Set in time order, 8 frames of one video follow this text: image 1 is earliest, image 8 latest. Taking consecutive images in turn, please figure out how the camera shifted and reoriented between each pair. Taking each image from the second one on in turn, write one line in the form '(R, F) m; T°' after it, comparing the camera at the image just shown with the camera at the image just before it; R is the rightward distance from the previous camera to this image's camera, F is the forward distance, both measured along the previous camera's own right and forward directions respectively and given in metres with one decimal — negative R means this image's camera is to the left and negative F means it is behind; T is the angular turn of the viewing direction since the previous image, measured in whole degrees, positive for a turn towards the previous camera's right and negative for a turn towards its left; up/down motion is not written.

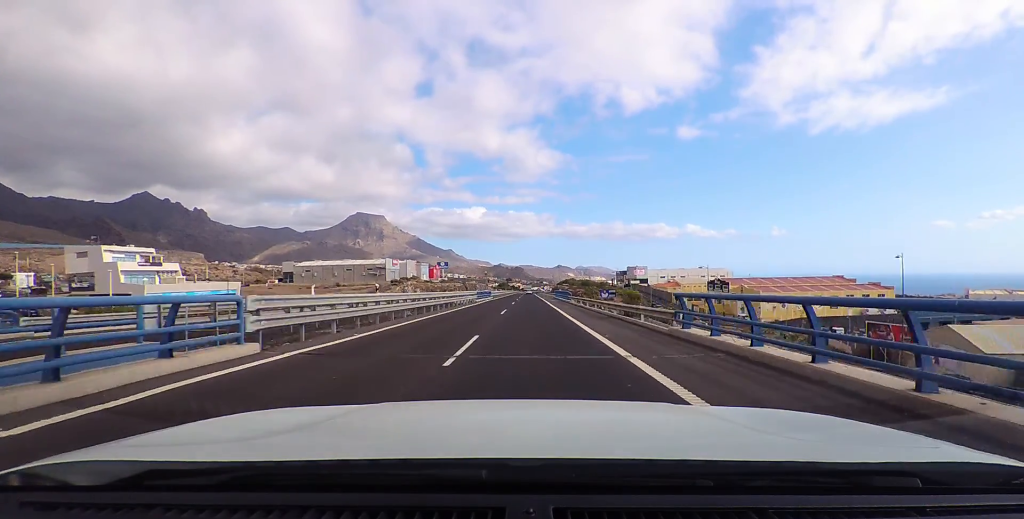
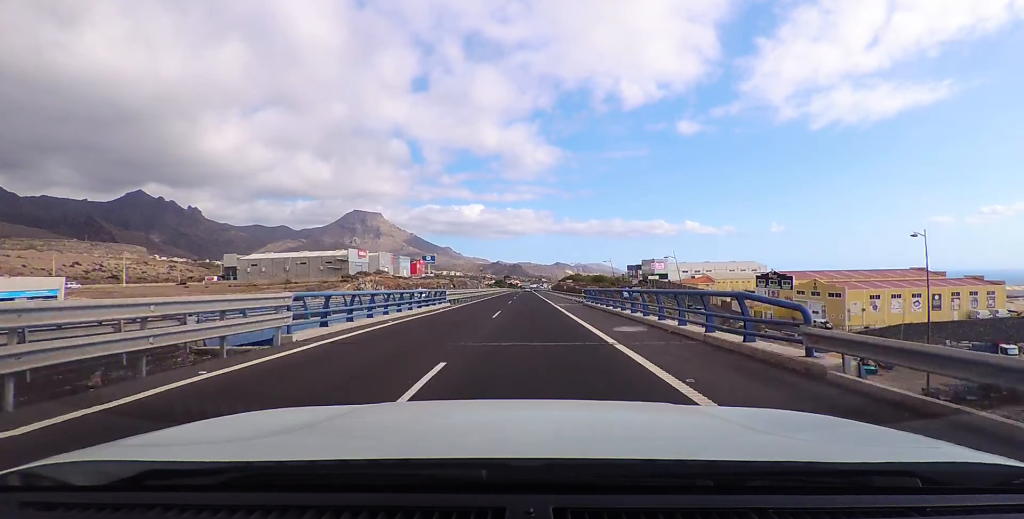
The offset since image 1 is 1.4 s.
(0.0, +38.9) m; 0°
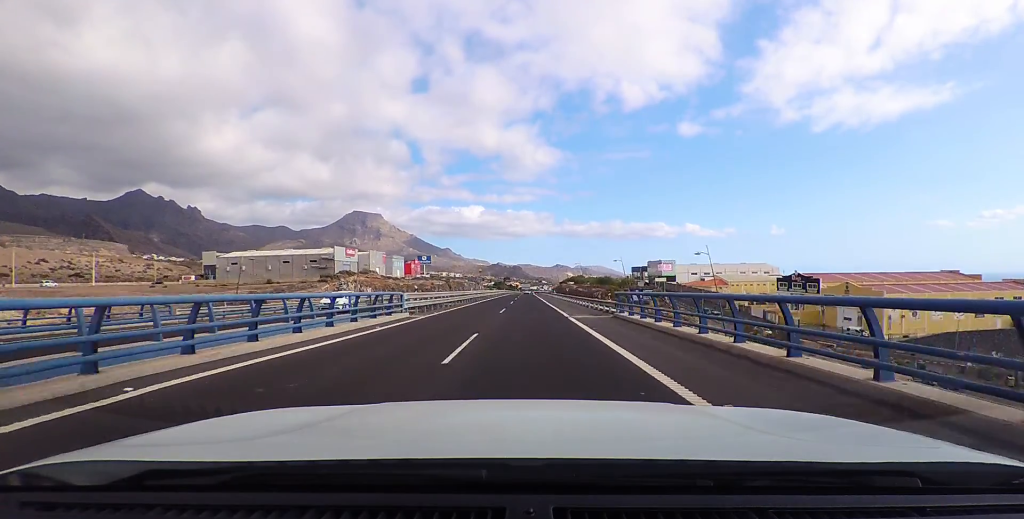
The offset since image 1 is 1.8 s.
(-0.1, +11.5) m; 0°
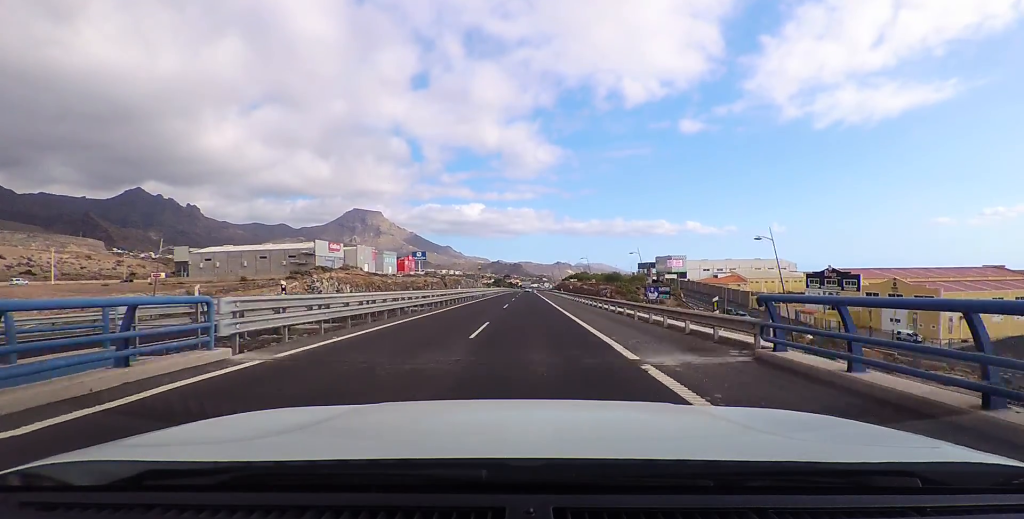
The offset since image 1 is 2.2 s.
(+0.1, +13.4) m; 0°
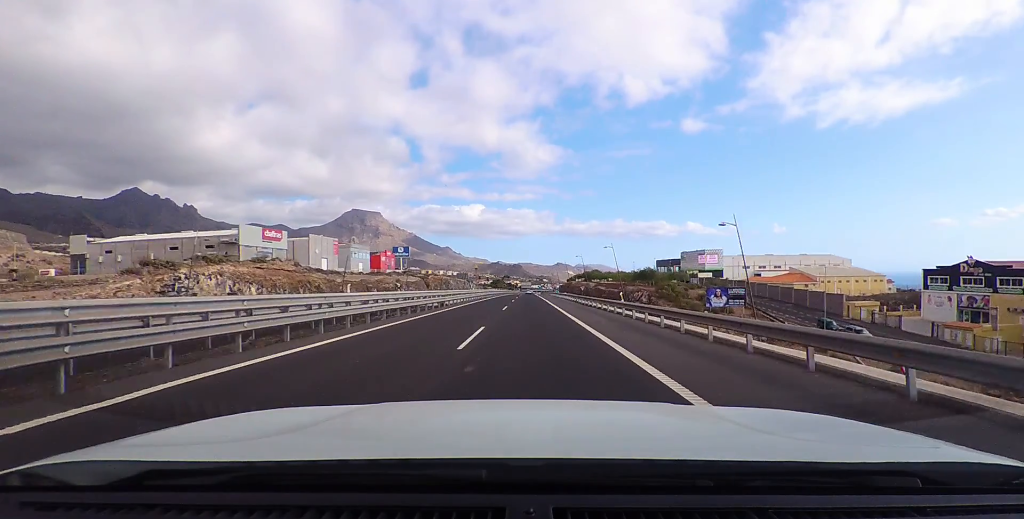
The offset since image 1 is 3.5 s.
(+0.3, +35.3) m; +1°
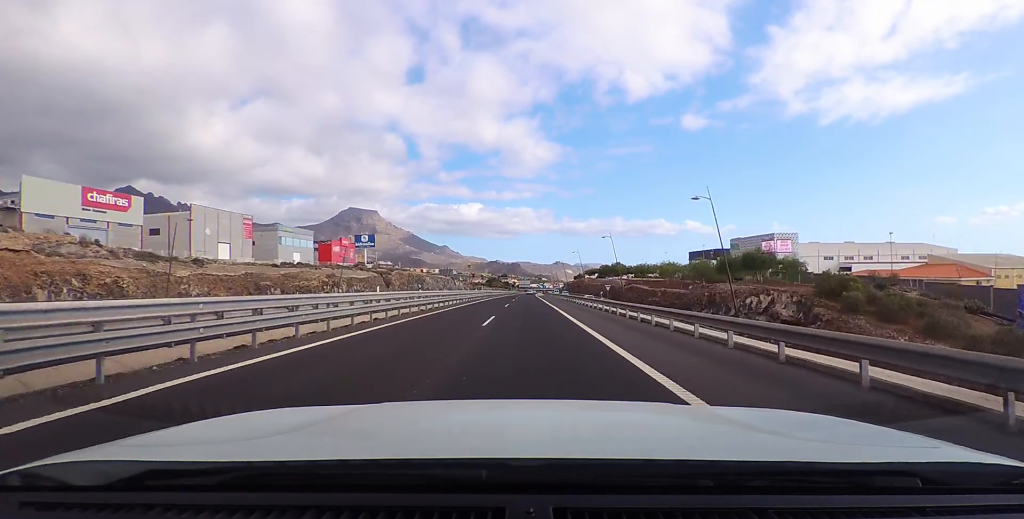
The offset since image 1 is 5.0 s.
(0.0, +44.7) m; 0°
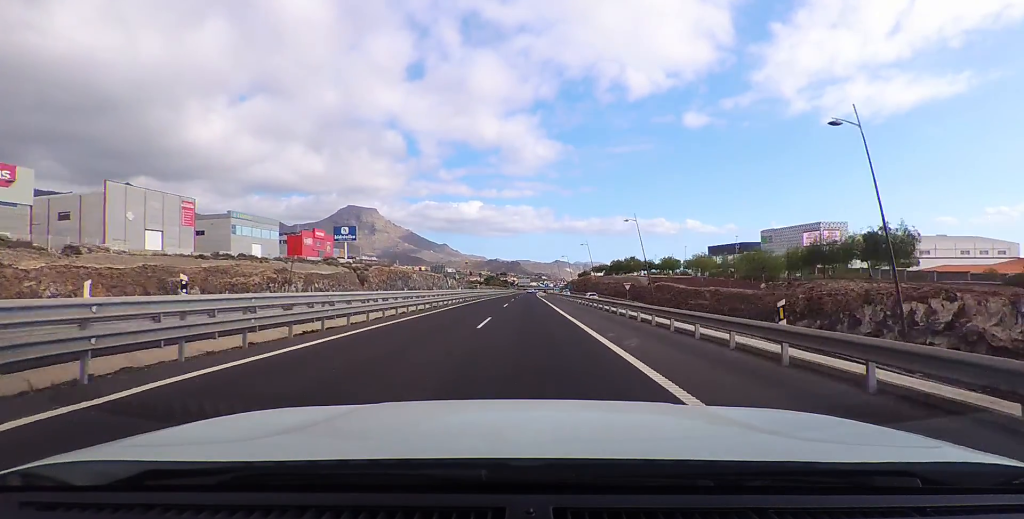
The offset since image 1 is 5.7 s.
(0.0, +18.1) m; +1°
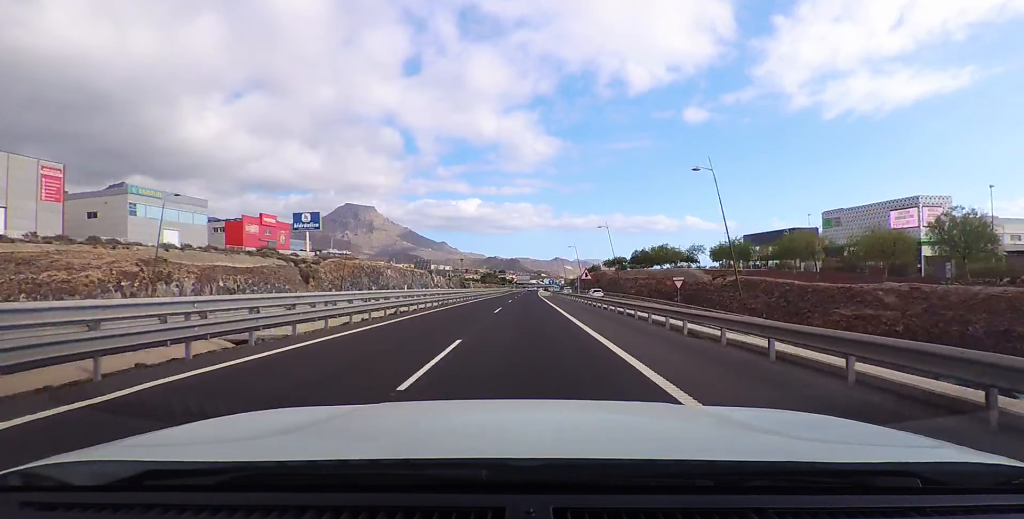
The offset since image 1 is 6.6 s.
(+0.3, +25.3) m; -1°
